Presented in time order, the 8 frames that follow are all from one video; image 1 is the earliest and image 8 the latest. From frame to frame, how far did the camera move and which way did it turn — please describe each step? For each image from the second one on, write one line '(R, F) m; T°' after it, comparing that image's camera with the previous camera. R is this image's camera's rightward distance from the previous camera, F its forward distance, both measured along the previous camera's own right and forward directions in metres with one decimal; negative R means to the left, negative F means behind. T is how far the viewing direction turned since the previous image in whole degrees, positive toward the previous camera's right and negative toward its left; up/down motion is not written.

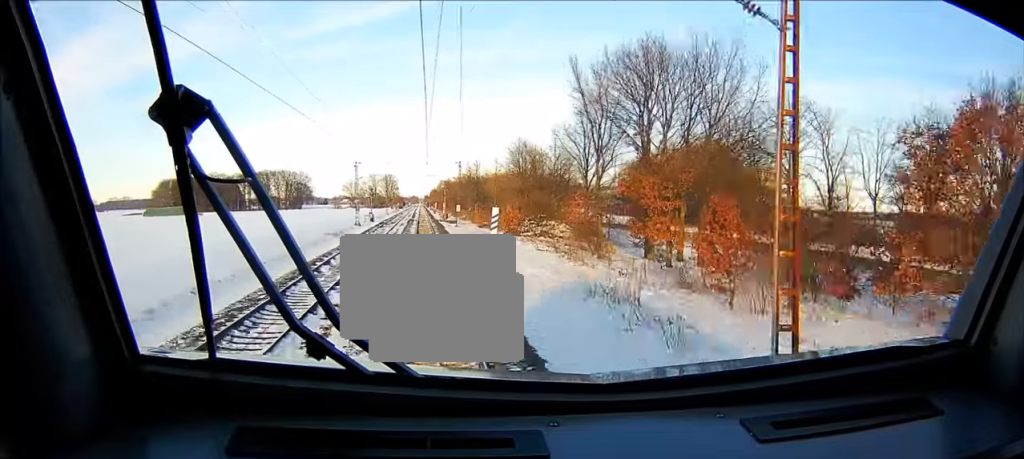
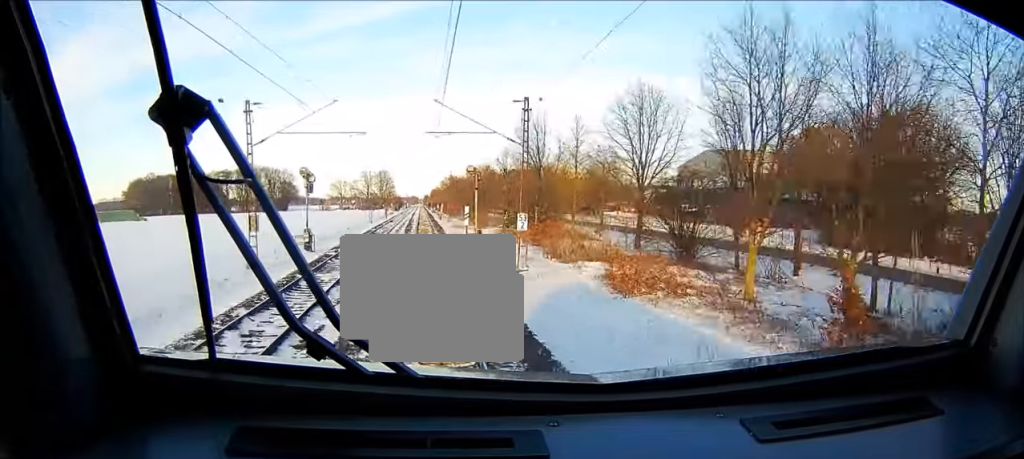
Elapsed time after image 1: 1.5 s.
(-0.2, +54.9) m; -1°
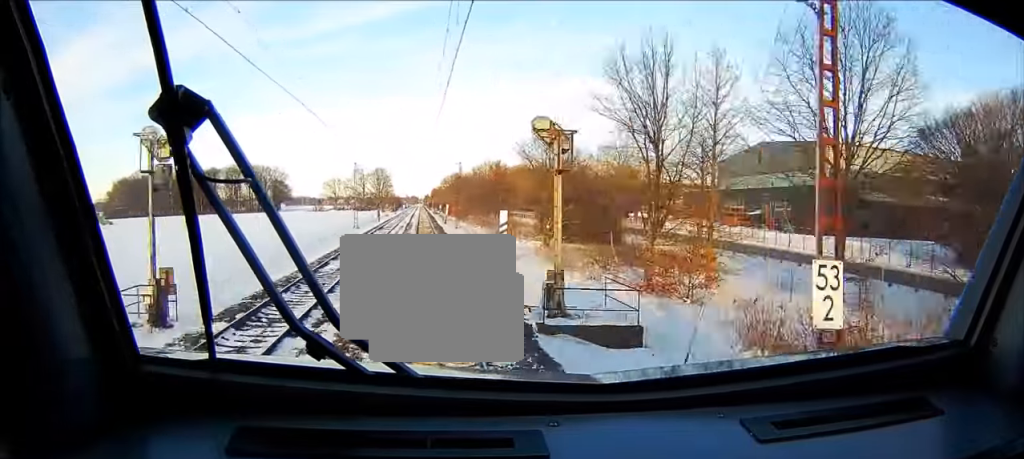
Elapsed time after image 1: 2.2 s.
(-0.1, +24.1) m; 0°
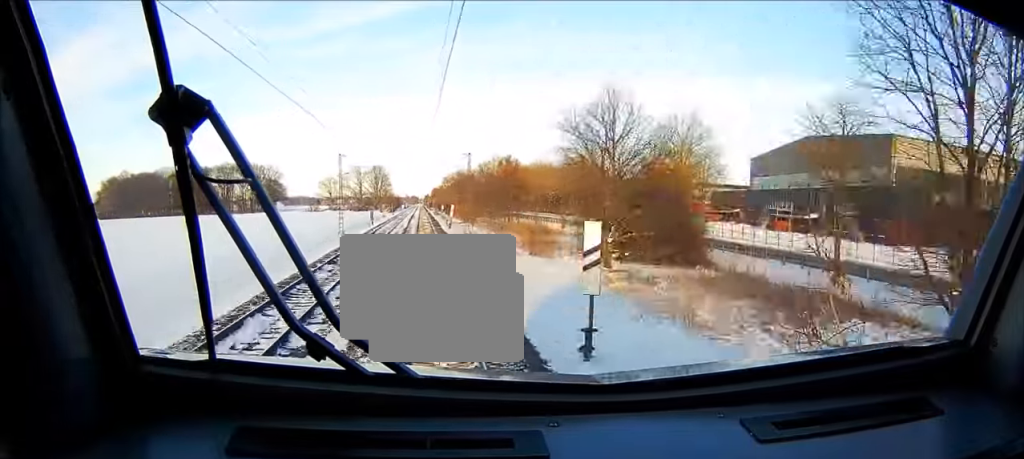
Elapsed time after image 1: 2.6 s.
(-0.1, +15.7) m; 0°
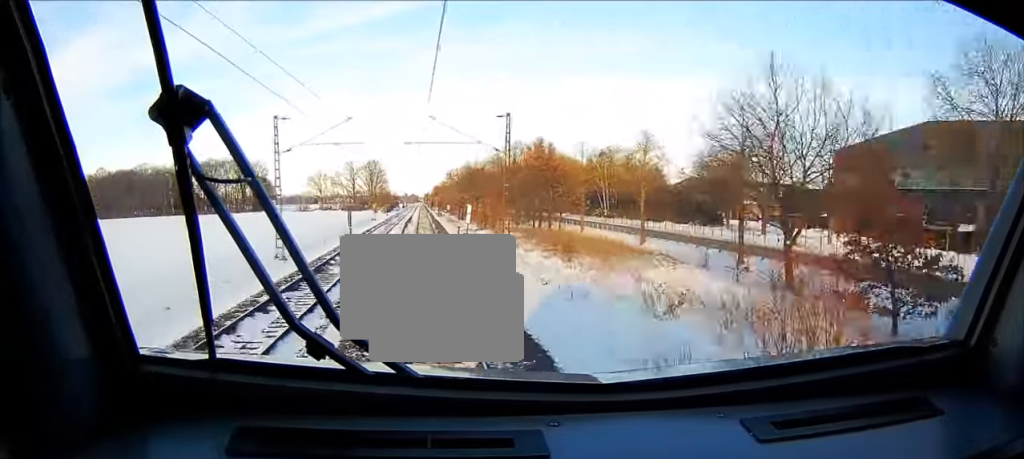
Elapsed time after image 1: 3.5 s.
(+0.1, +31.5) m; 0°
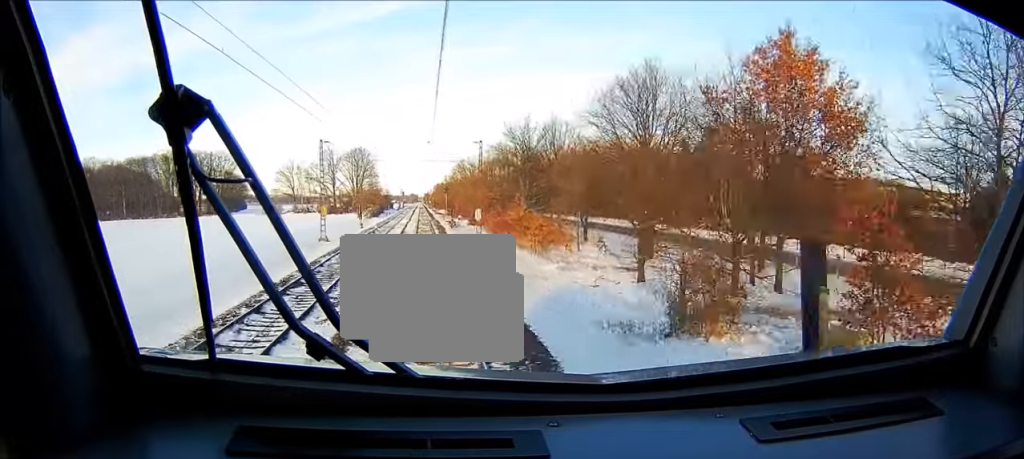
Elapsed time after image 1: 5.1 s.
(-0.2, +60.1) m; 0°
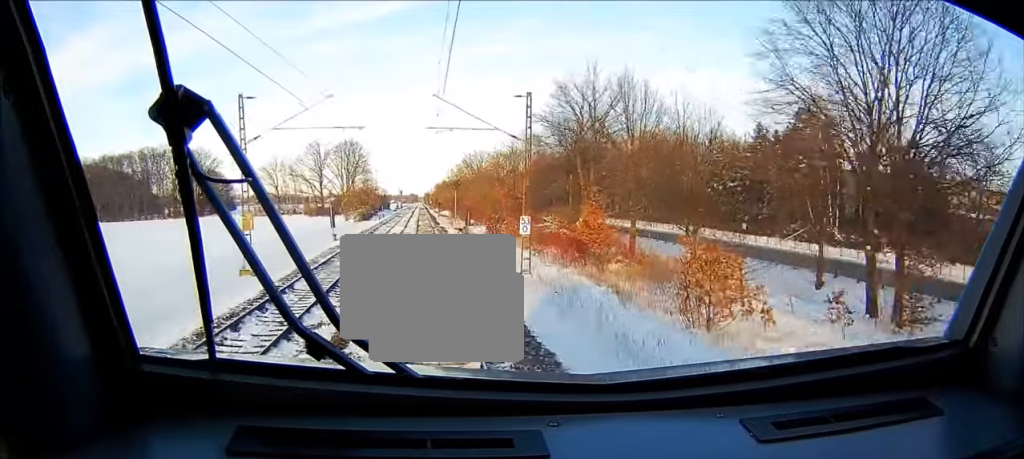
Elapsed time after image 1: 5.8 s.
(0.0, +24.7) m; 0°
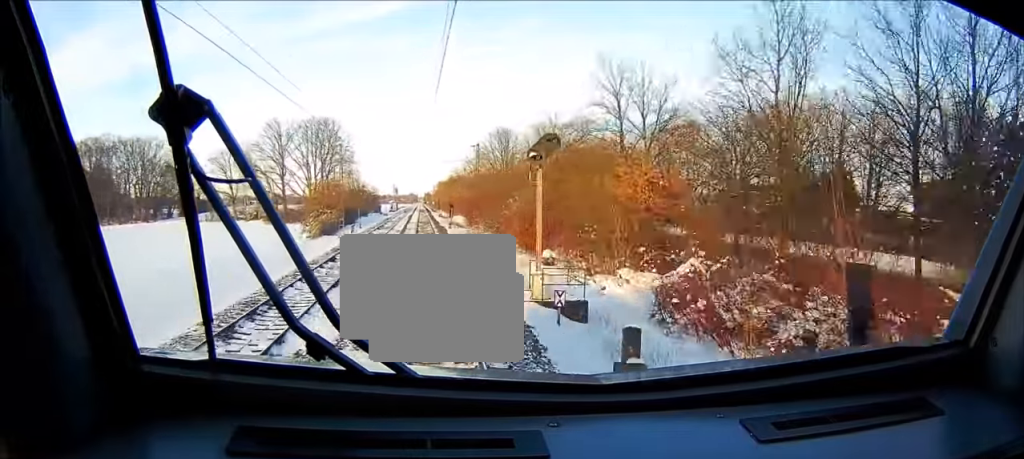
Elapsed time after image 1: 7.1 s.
(-0.2, +50.0) m; -1°
